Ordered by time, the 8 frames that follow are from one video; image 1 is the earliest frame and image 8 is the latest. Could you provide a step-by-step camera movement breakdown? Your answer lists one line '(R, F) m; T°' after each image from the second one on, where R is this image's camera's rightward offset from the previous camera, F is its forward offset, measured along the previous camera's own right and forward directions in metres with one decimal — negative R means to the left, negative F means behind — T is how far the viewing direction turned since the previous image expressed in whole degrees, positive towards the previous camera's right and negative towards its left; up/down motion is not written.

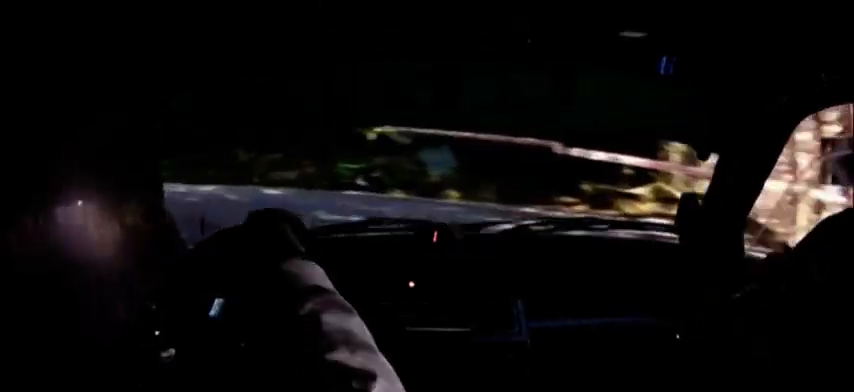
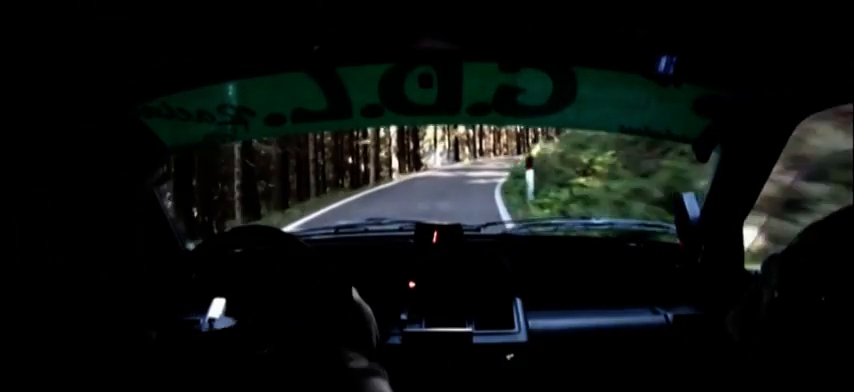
(+1.5, +44.6) m; +12°
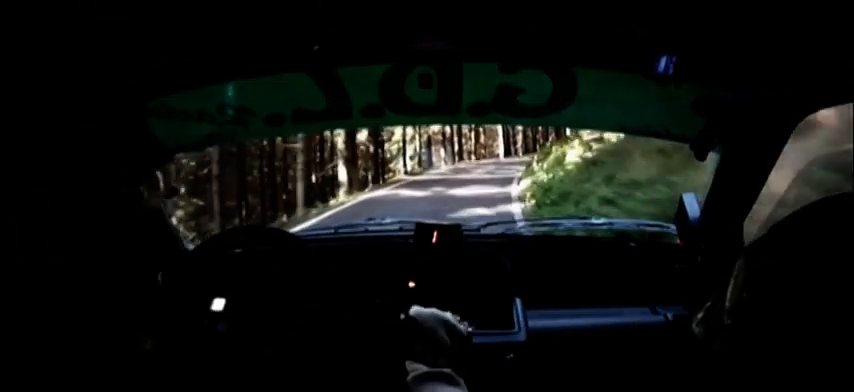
(+0.8, +13.9) m; +4°
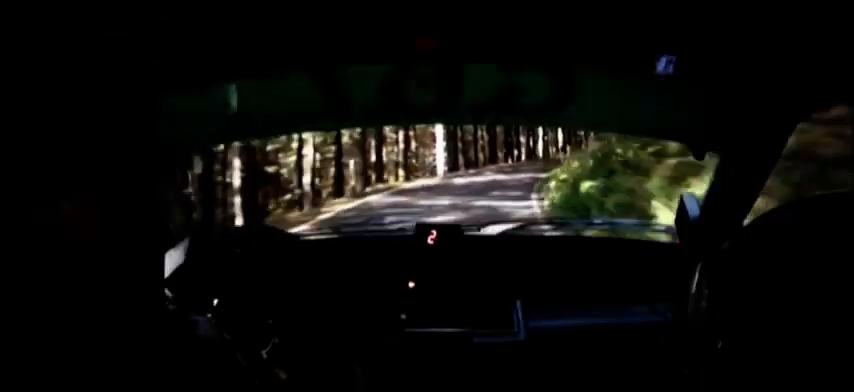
(+0.4, +25.5) m; +1°
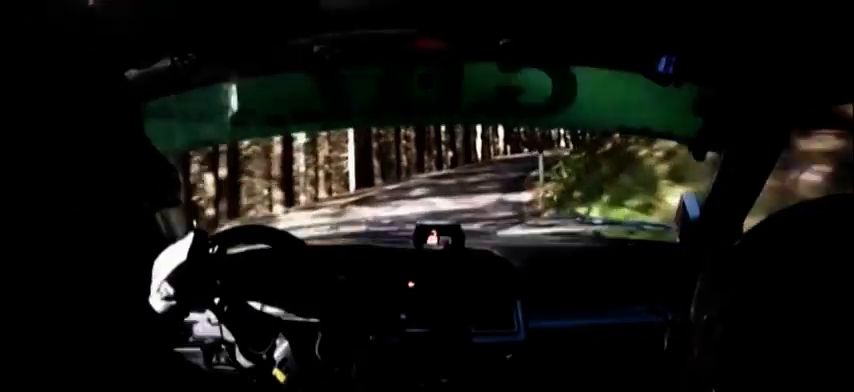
(-0.2, +17.2) m; +4°
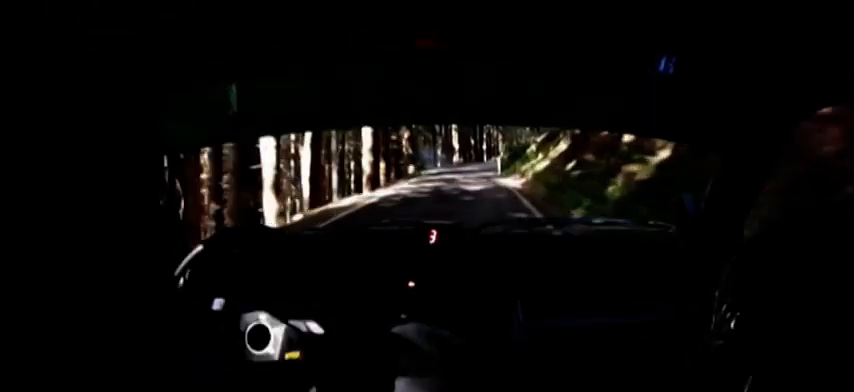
(+3.5, +38.7) m; +9°
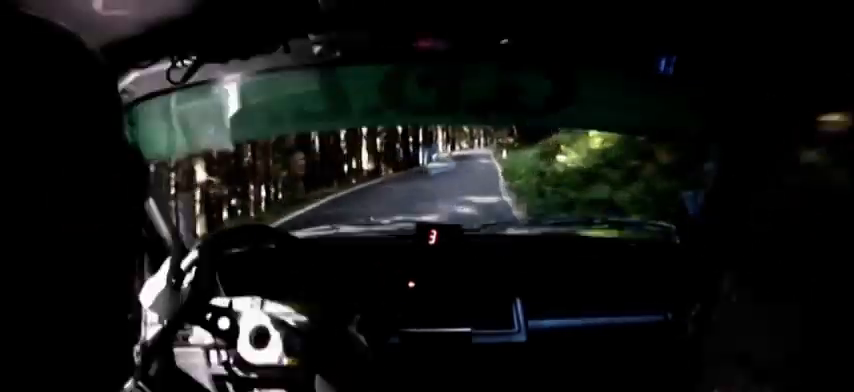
(+3.7, +58.2) m; +2°
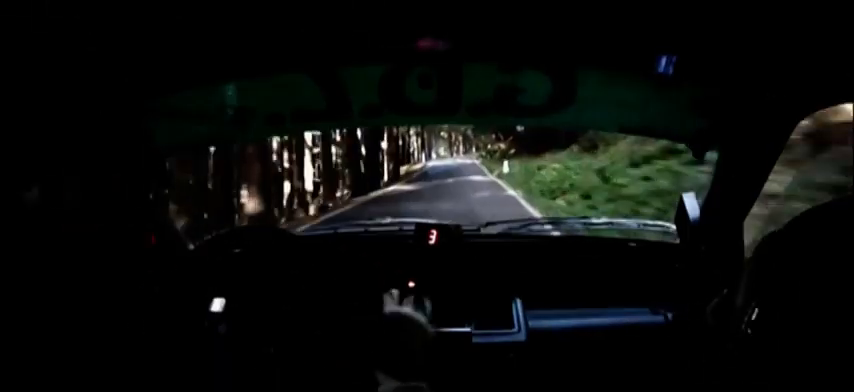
(-0.6, +19.7) m; -1°
